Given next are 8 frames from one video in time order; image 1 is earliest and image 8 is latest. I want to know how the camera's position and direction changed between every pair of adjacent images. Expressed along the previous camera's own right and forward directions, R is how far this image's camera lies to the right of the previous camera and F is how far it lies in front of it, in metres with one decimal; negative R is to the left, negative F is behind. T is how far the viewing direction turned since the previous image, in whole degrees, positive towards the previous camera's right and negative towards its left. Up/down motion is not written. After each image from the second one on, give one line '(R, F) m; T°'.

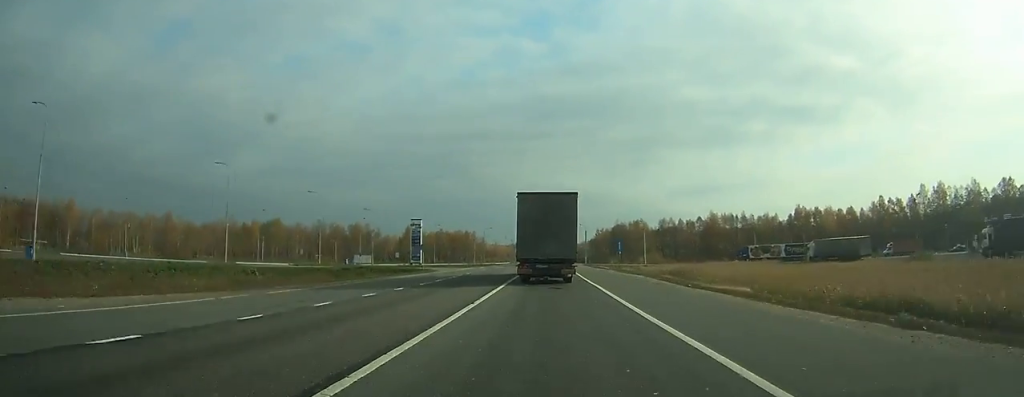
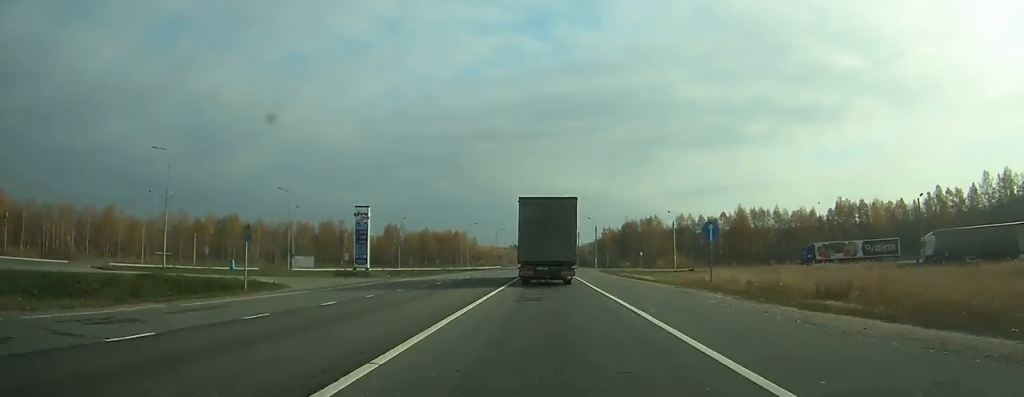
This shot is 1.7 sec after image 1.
(-0.2, +35.5) m; 0°
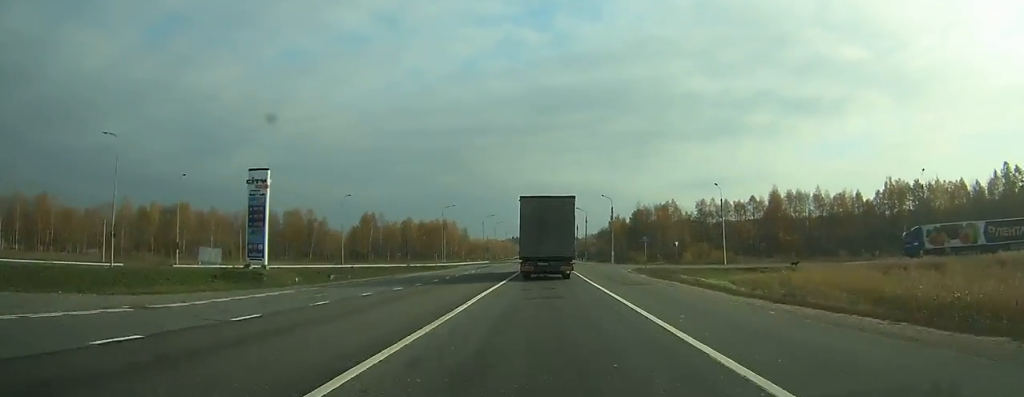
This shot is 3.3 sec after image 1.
(0.0, +32.8) m; 0°
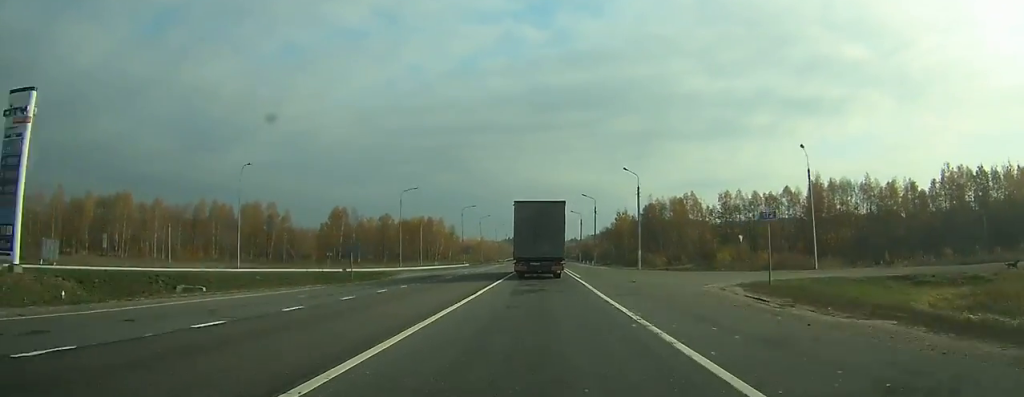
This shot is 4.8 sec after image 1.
(+0.2, +30.2) m; 0°
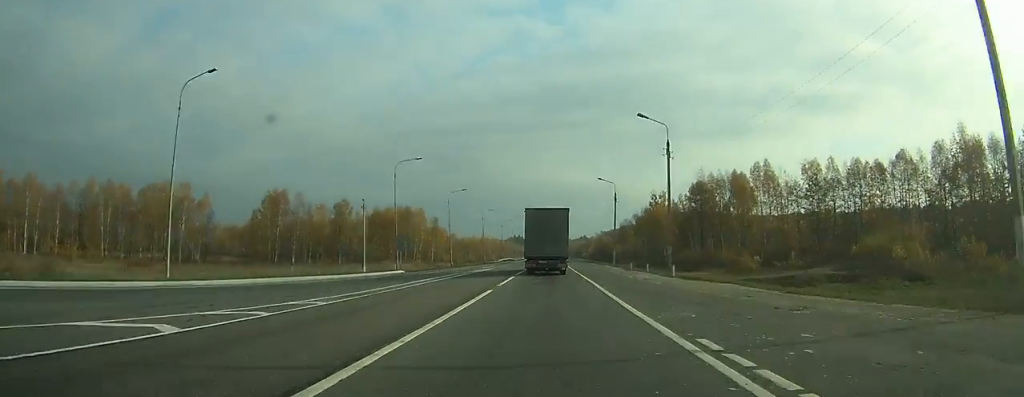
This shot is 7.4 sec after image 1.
(-0.1, +55.5) m; -1°
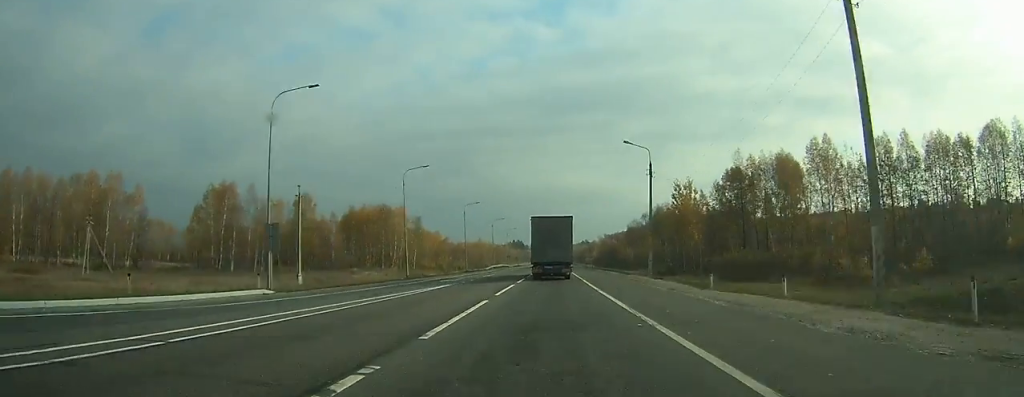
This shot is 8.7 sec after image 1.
(-0.1, +28.0) m; -1°
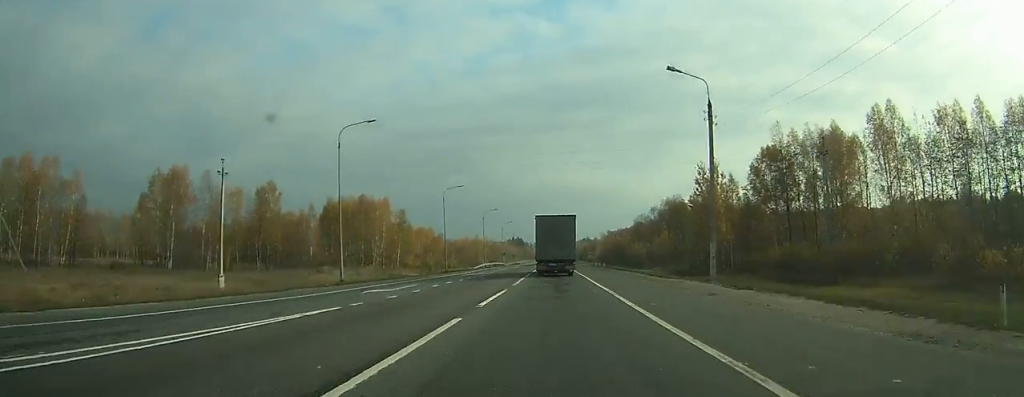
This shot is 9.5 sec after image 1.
(-0.1, +19.8) m; 0°
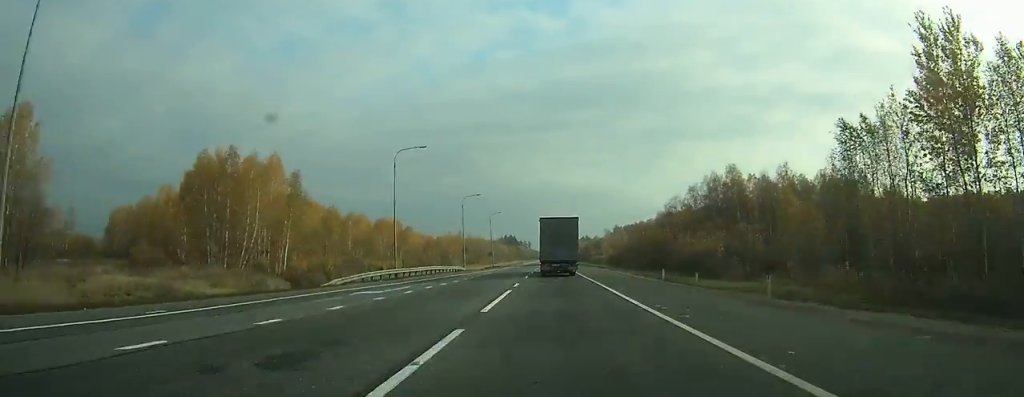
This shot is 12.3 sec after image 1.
(-0.2, +62.7) m; 0°
